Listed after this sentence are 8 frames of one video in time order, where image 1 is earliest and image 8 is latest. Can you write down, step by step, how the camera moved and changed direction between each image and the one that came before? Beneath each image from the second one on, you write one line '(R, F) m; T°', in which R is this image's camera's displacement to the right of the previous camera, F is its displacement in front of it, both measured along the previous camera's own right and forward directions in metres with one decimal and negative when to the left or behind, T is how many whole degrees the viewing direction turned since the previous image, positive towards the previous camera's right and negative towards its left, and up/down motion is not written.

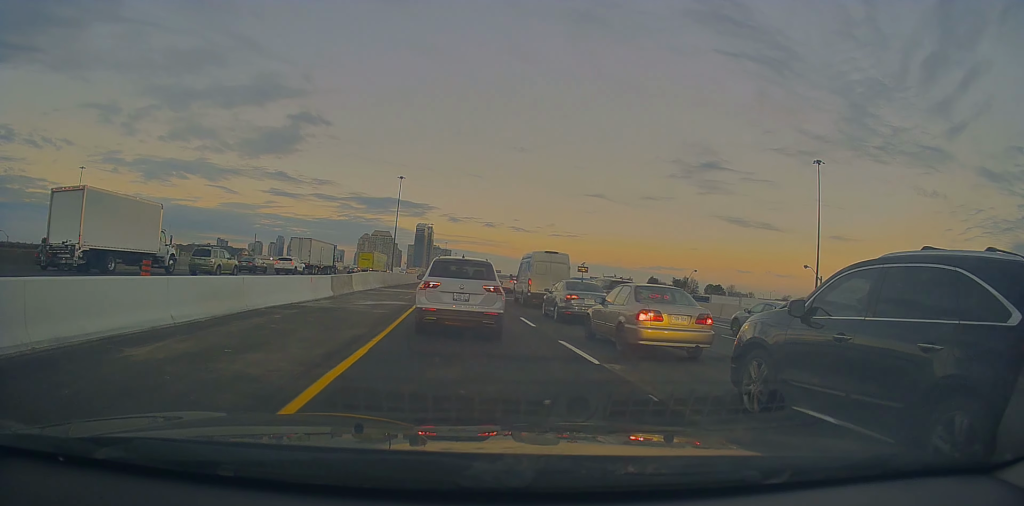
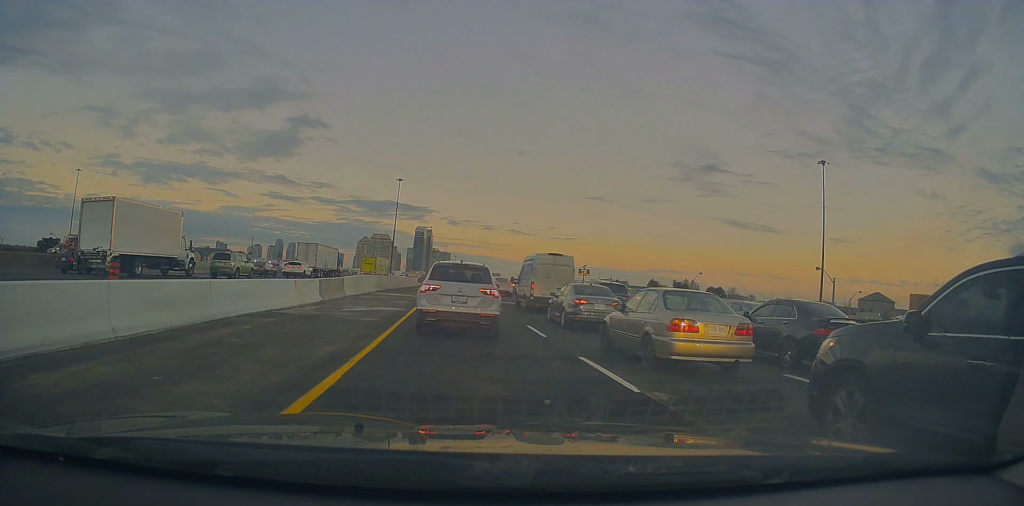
(+0.4, +2.0) m; +2°
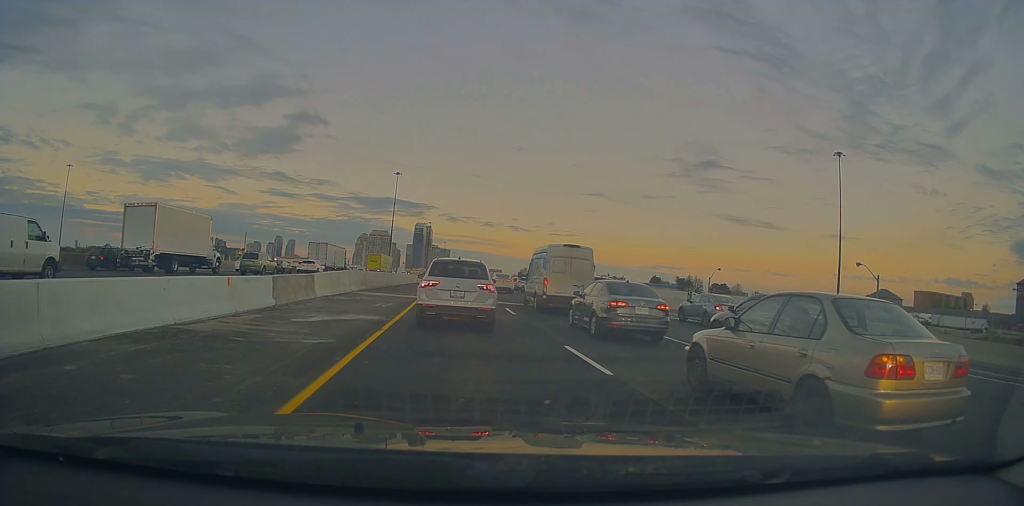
(-0.6, +5.8) m; -2°
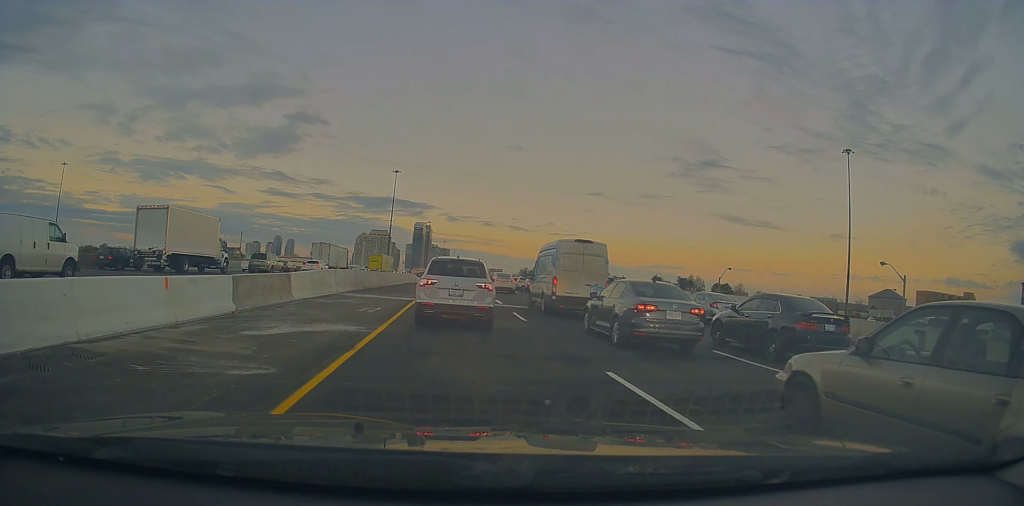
(+0.3, +3.1) m; -1°
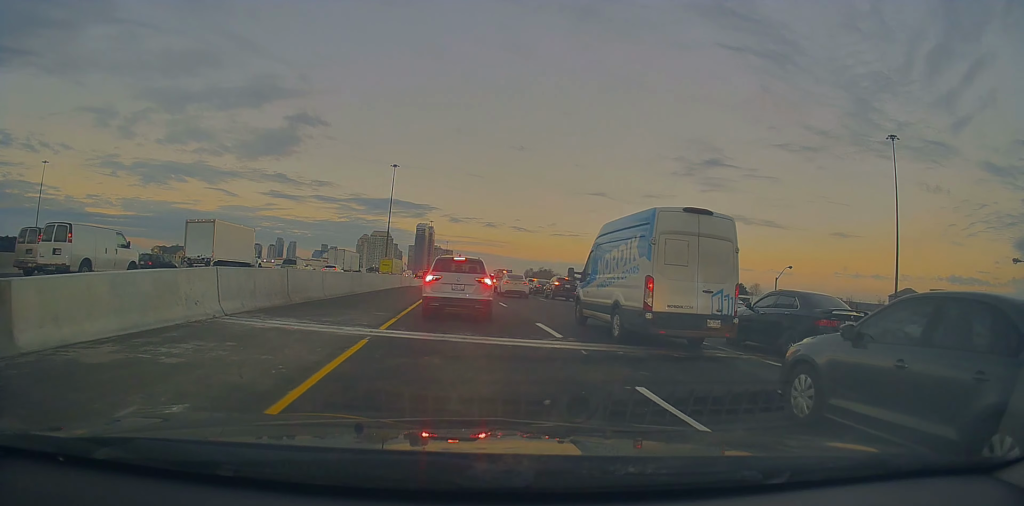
(-0.8, +13.5) m; -6°
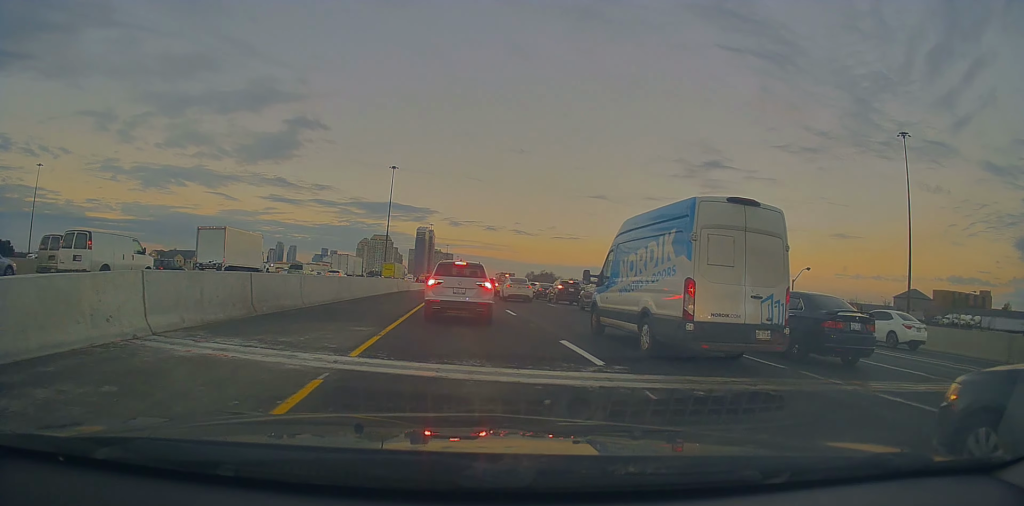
(0.0, +3.5) m; 0°
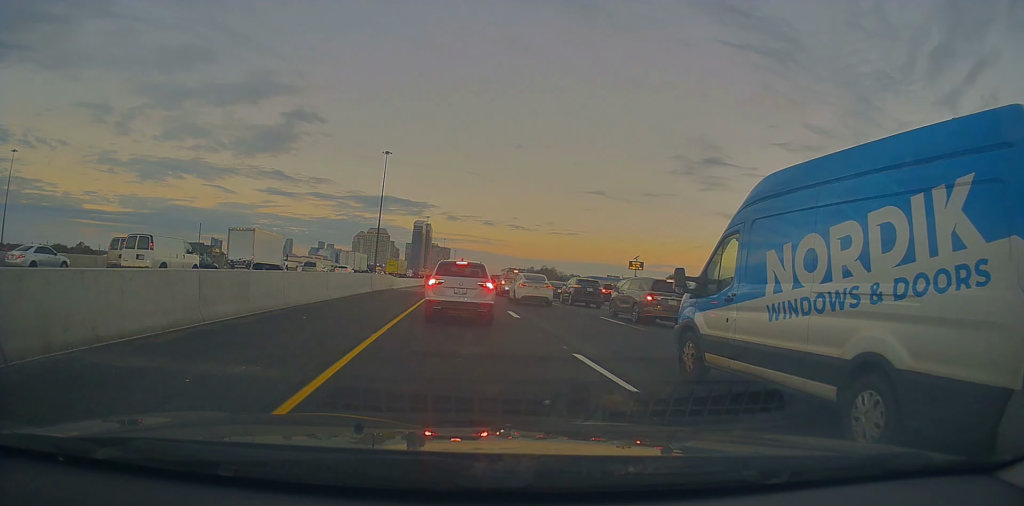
(+0.6, +13.9) m; +2°
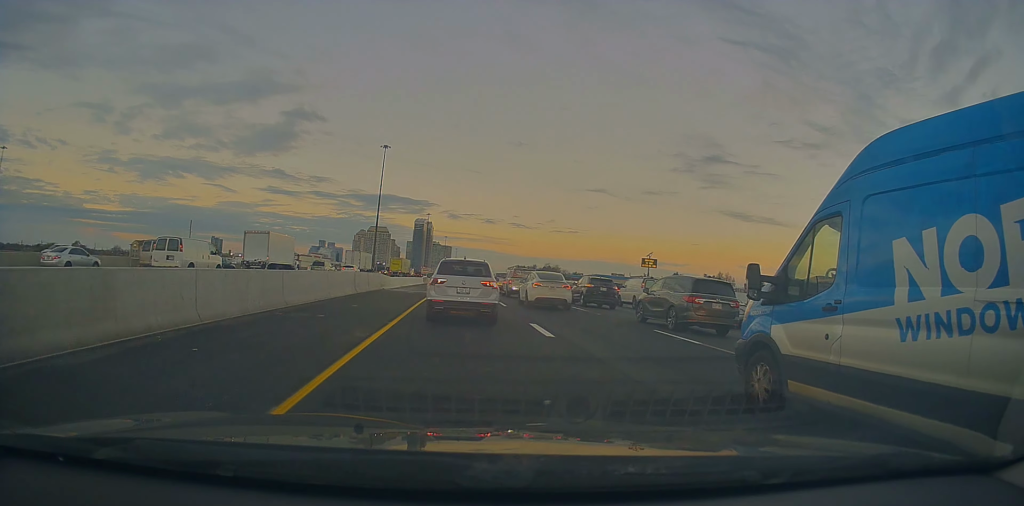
(-0.5, +6.3) m; -2°
